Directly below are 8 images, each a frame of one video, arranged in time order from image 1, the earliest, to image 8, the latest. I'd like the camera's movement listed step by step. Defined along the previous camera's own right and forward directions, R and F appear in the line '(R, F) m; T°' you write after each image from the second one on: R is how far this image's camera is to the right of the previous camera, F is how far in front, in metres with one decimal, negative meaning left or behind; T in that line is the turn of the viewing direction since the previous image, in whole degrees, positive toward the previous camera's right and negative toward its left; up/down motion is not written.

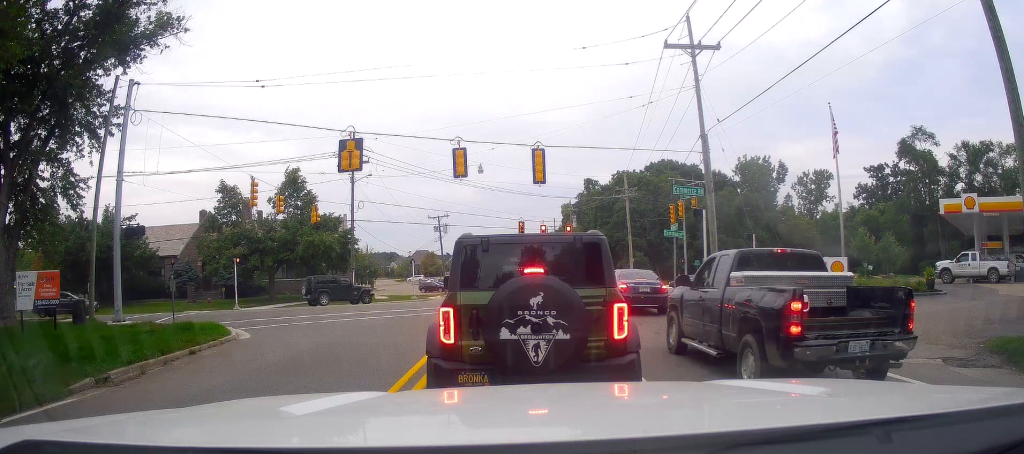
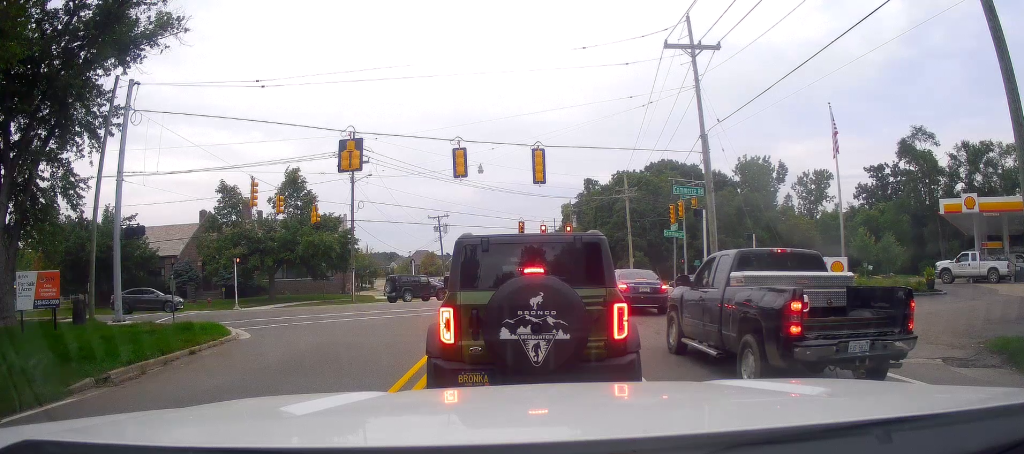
(0.0, 0.0) m; 0°
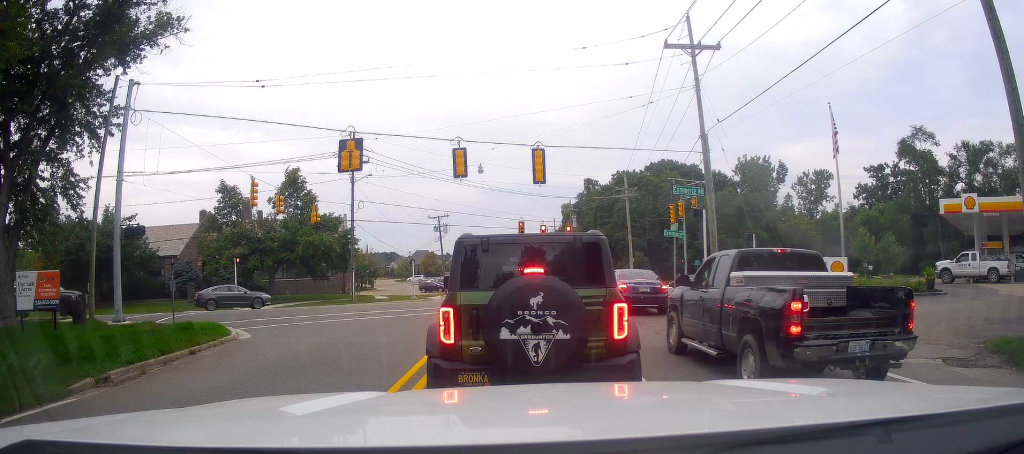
(0.0, 0.0) m; 0°
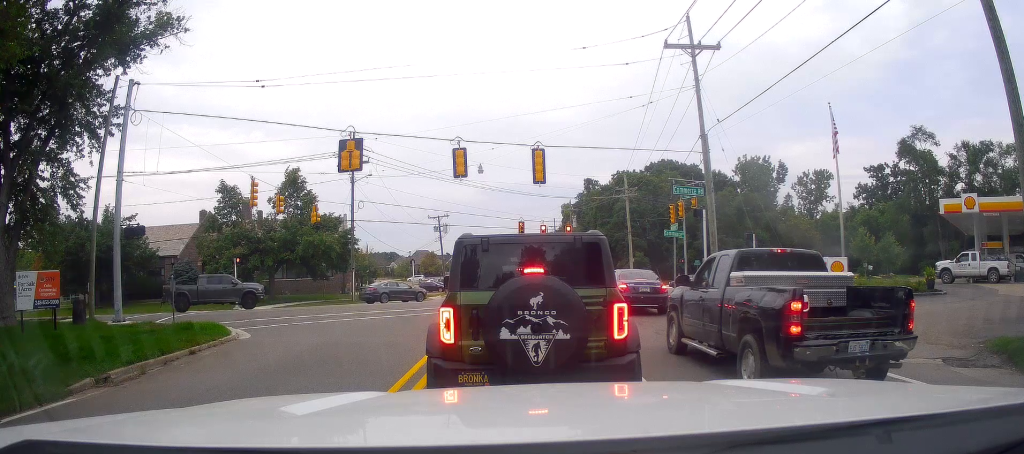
(0.0, 0.0) m; 0°
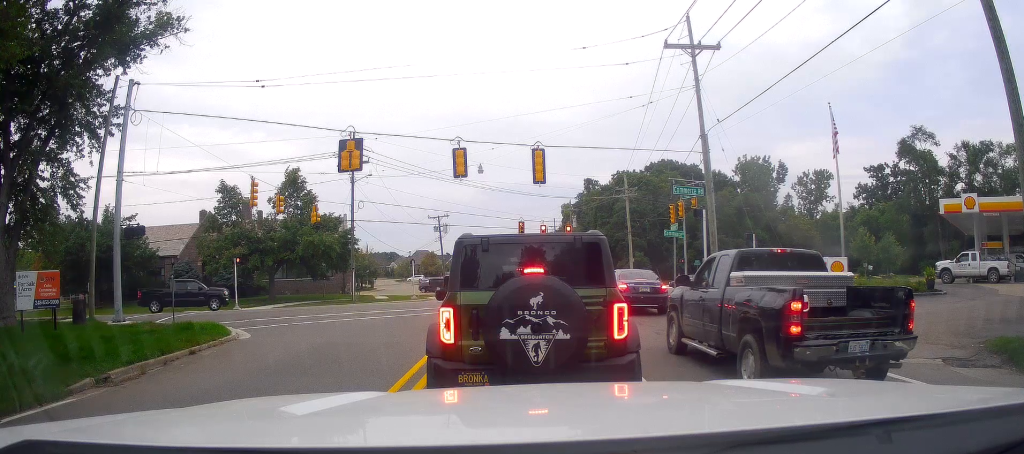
(0.0, 0.0) m; 0°
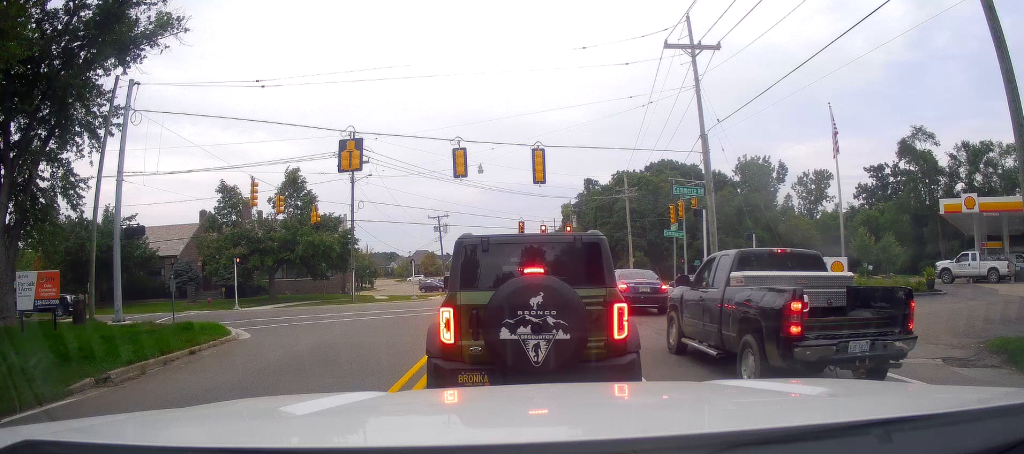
(0.0, 0.0) m; 0°
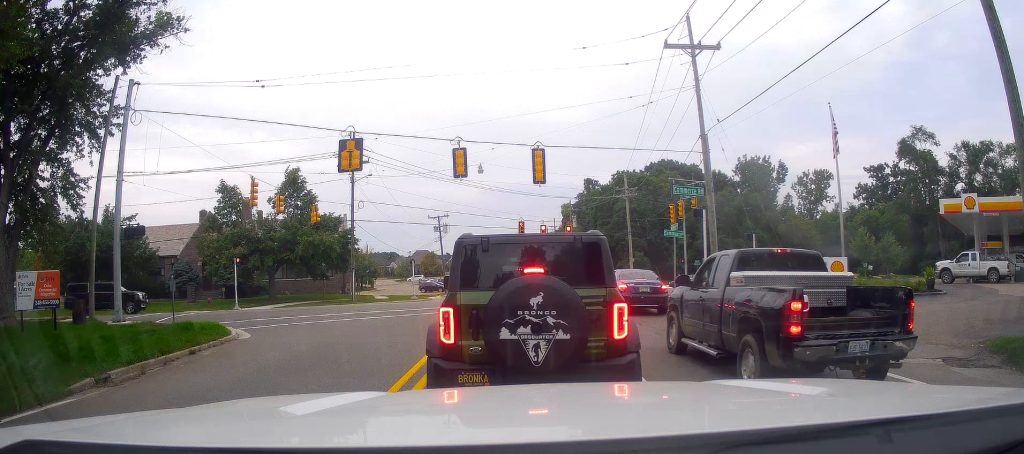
(0.0, 0.0) m; 0°
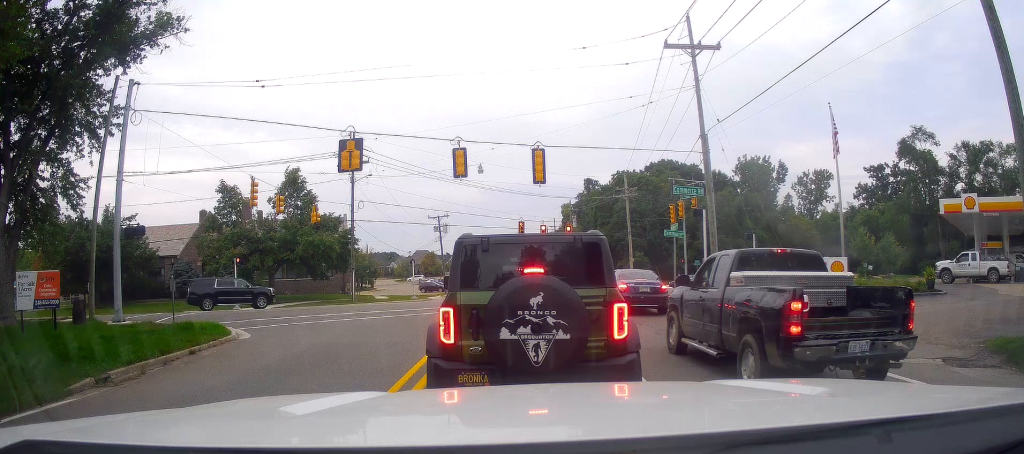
(0.0, 0.0) m; 0°
